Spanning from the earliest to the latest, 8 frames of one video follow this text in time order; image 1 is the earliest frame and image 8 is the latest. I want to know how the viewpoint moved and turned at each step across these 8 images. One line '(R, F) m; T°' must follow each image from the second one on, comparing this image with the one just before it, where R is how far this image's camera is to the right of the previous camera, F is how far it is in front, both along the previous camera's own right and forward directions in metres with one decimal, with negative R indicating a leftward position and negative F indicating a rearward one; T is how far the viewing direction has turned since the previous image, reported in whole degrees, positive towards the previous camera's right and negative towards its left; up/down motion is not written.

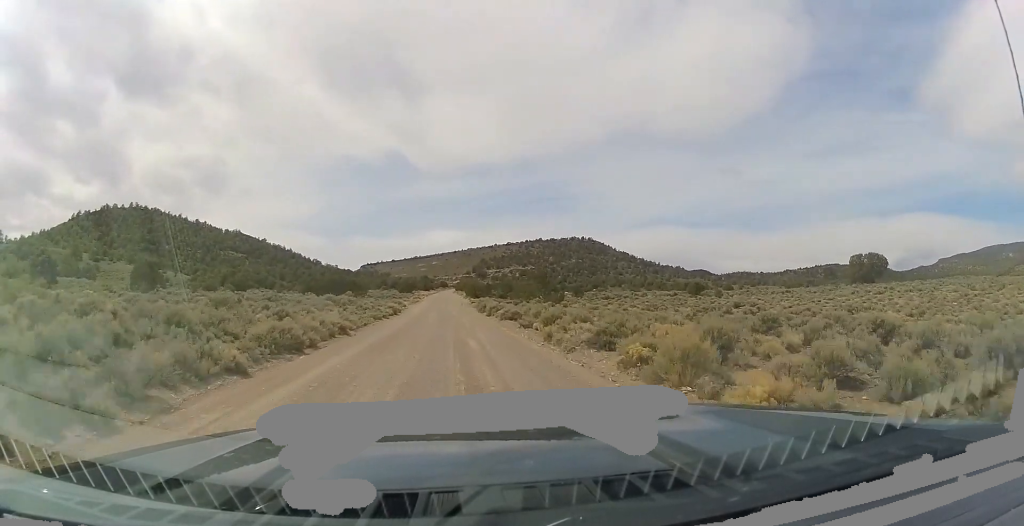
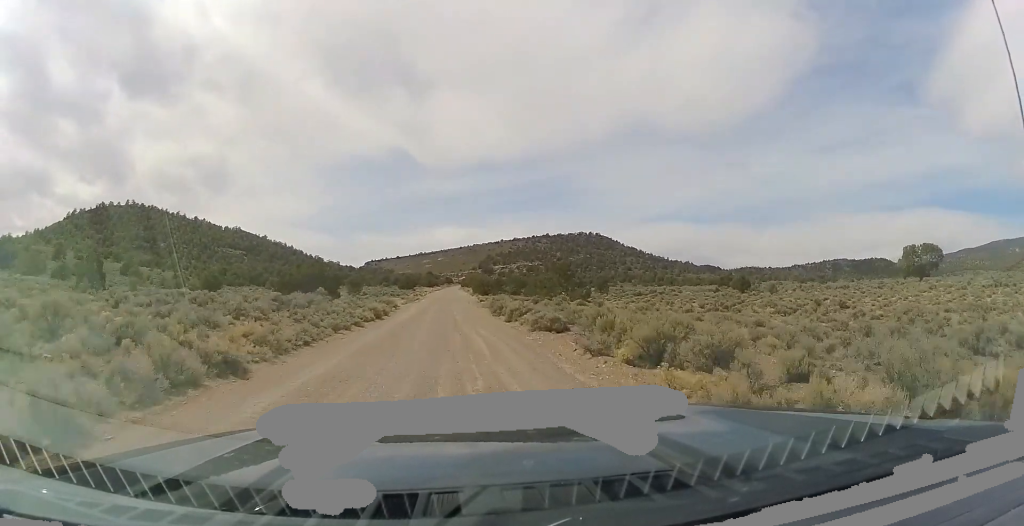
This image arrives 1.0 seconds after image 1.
(-0.1, +13.0) m; -2°
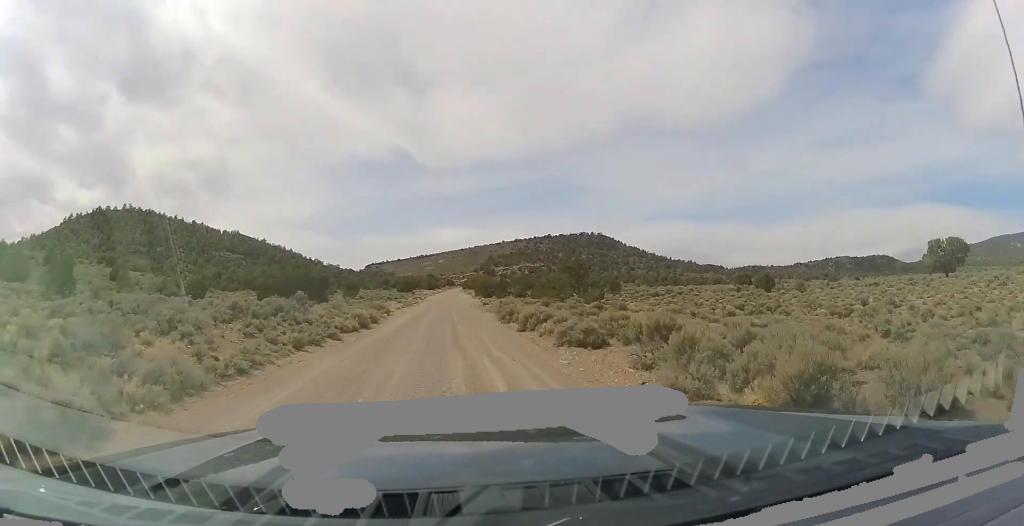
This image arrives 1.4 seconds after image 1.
(0.0, +5.8) m; -1°
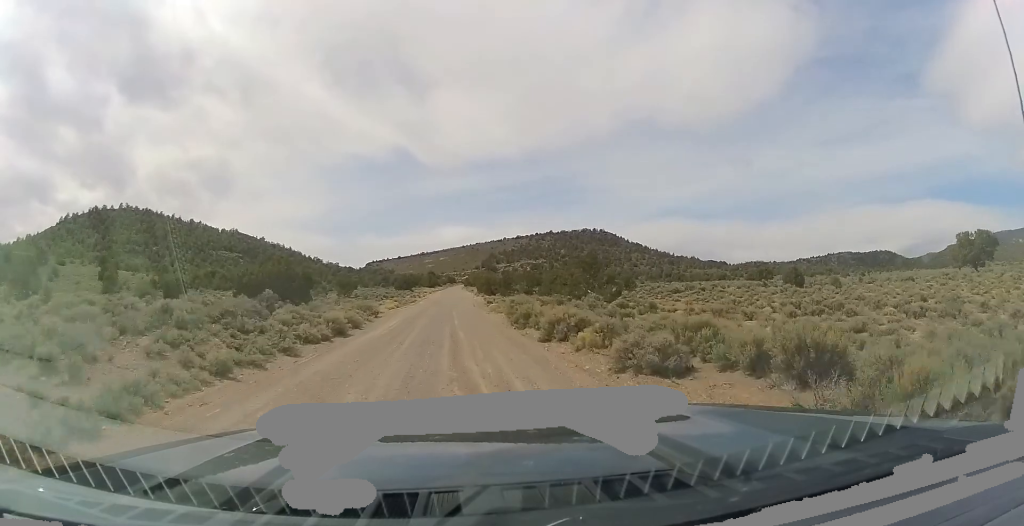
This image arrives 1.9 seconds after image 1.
(-0.1, +6.3) m; -2°
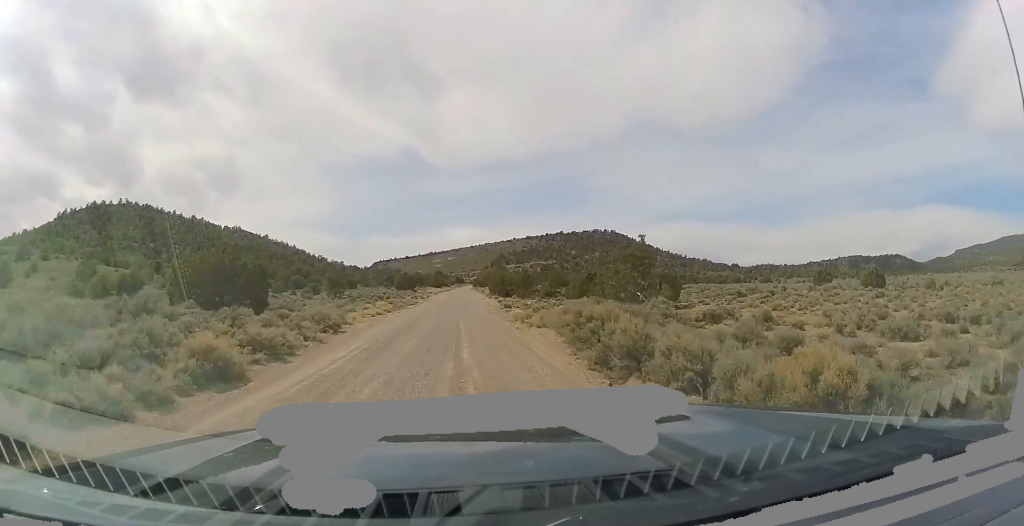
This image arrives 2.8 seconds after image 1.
(-0.5, +12.9) m; 0°
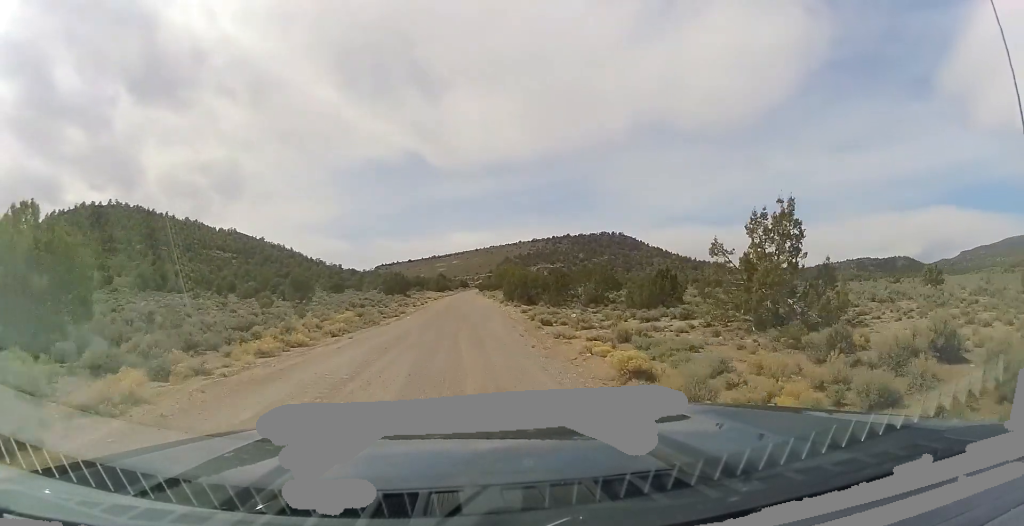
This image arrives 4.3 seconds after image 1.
(+1.0, +19.7) m; +3°
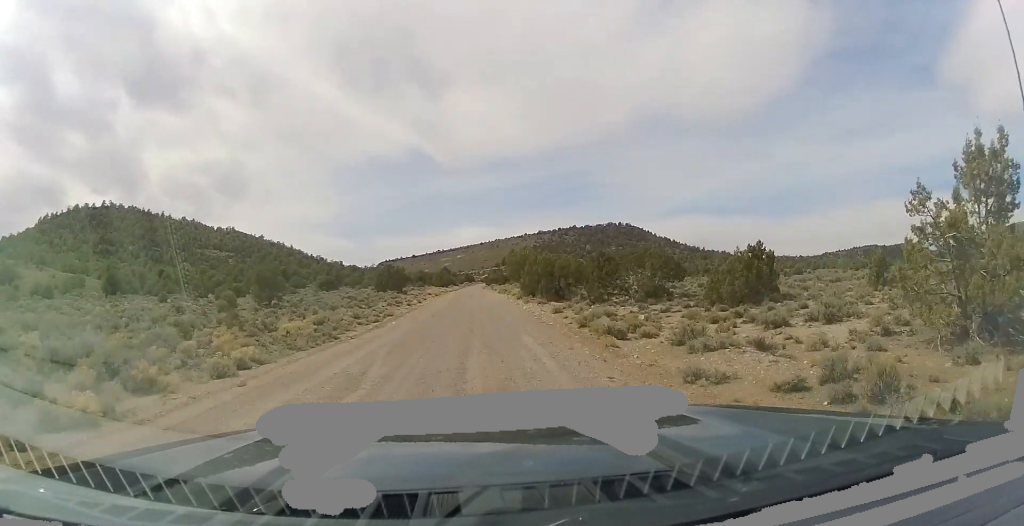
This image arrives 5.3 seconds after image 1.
(-0.4, +12.2) m; -2°
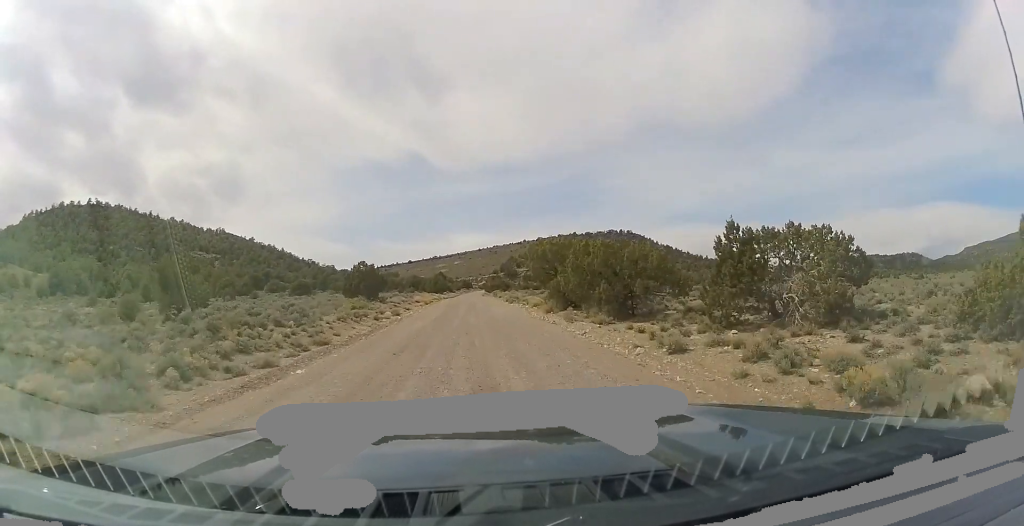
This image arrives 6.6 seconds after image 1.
(0.0, +17.0) m; 0°
